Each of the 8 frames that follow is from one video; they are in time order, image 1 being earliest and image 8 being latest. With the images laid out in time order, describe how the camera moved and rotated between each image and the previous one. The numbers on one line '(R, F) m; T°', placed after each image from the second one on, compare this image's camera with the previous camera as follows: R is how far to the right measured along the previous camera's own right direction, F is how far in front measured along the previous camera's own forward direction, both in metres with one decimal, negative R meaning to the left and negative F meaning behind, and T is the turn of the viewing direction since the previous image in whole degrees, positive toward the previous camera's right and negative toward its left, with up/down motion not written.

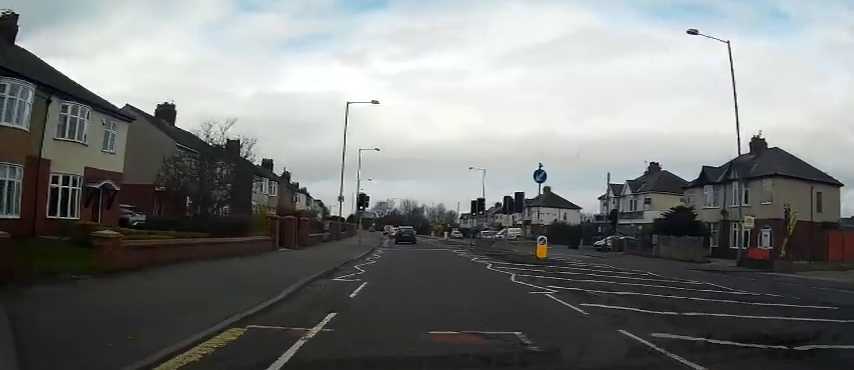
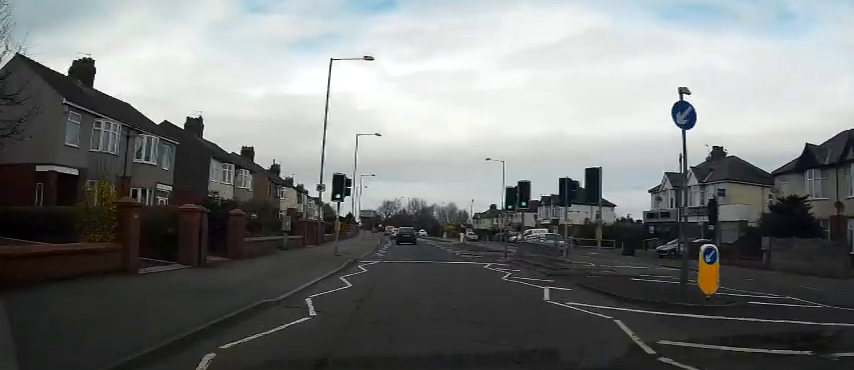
(-0.2, +12.4) m; -1°
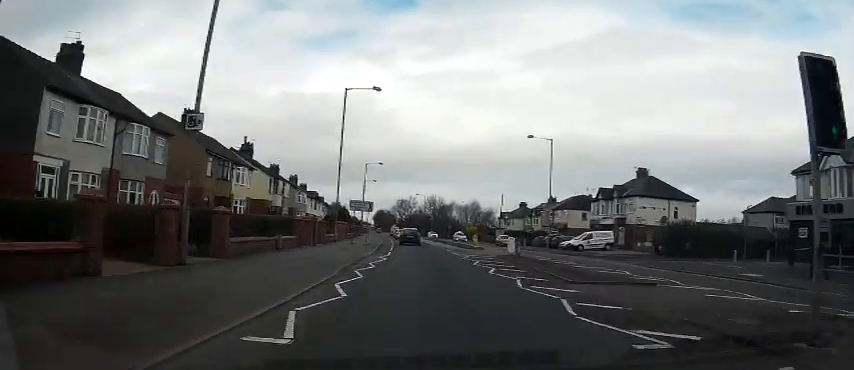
(+0.1, +20.0) m; 0°
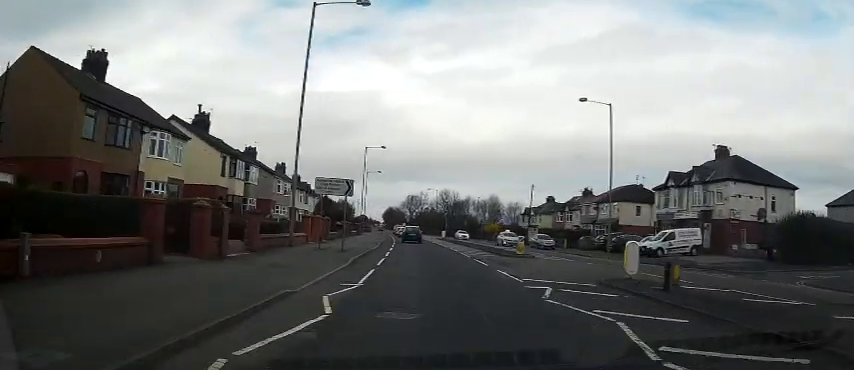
(-0.4, +15.6) m; -2°
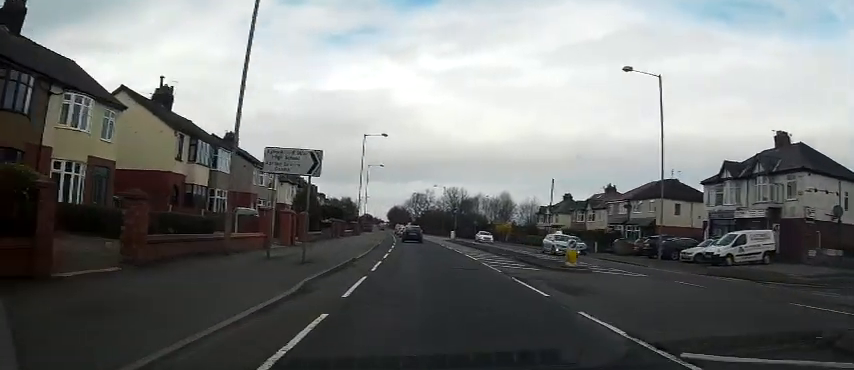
(0.0, +8.5) m; 0°
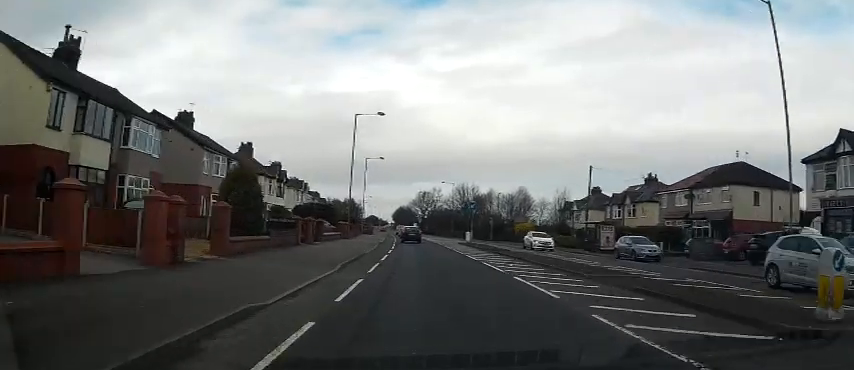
(0.0, +13.0) m; 0°
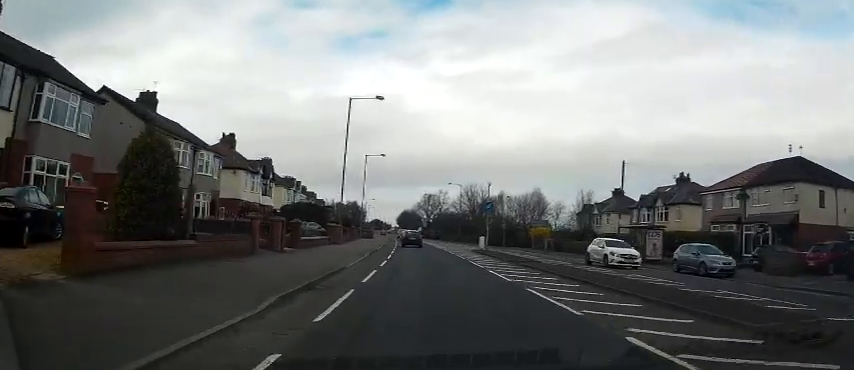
(0.0, +8.1) m; -1°
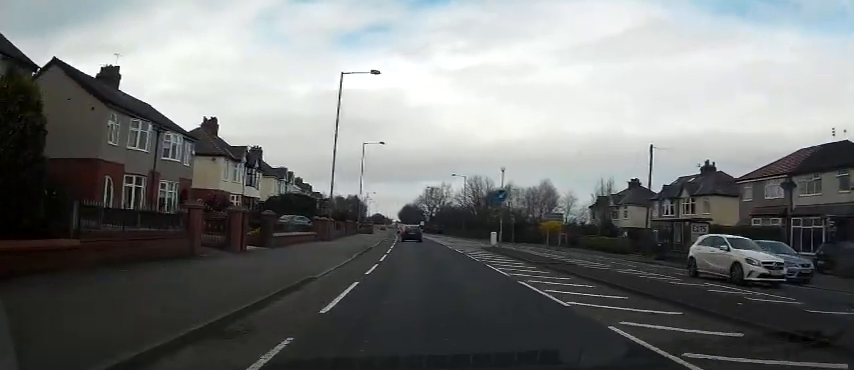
(0.0, +5.4) m; -1°
